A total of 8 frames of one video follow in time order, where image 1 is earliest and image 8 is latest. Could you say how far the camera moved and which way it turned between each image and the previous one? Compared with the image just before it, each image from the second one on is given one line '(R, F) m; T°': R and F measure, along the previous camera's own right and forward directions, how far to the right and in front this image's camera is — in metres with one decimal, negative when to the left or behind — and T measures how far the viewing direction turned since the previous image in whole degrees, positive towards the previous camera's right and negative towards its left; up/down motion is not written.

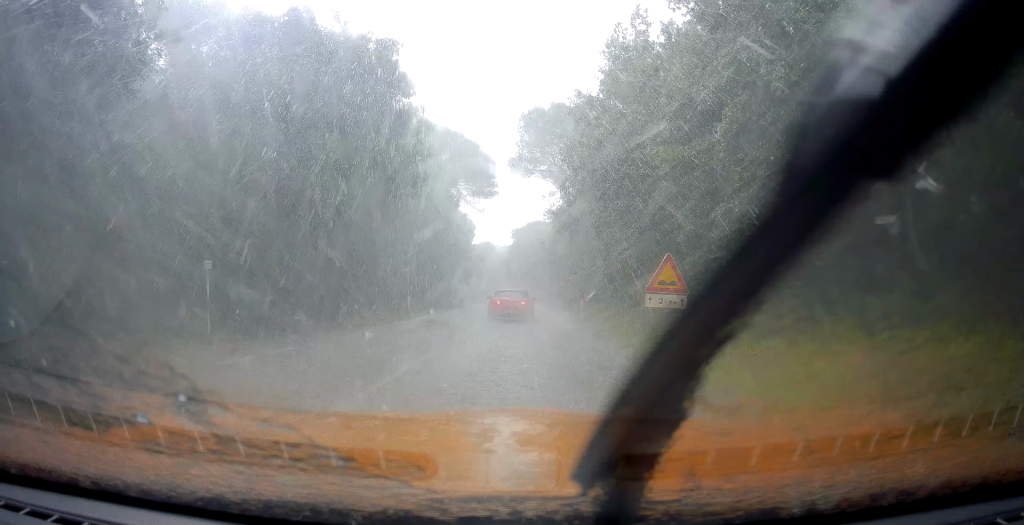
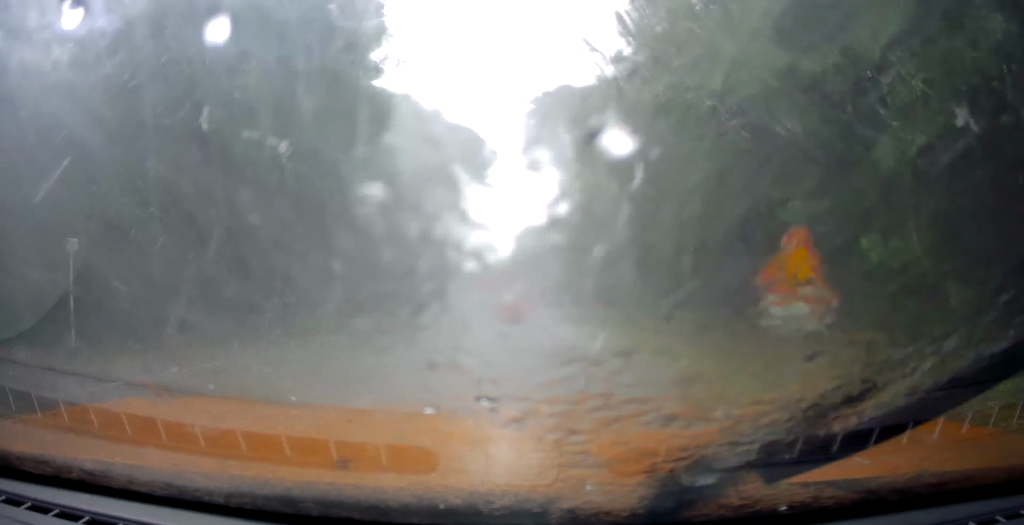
(0.0, +5.6) m; +1°
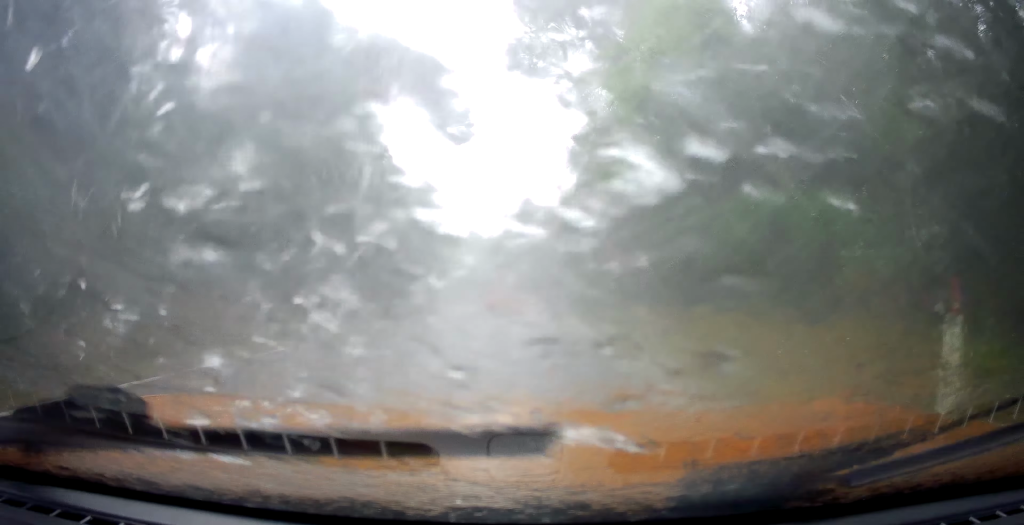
(+0.6, +16.3) m; +1°
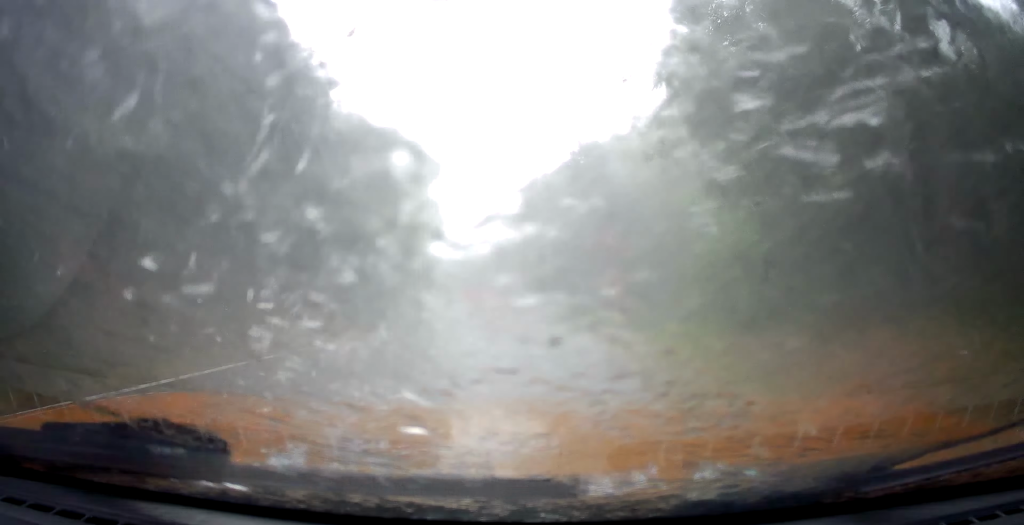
(+0.1, +19.2) m; +2°
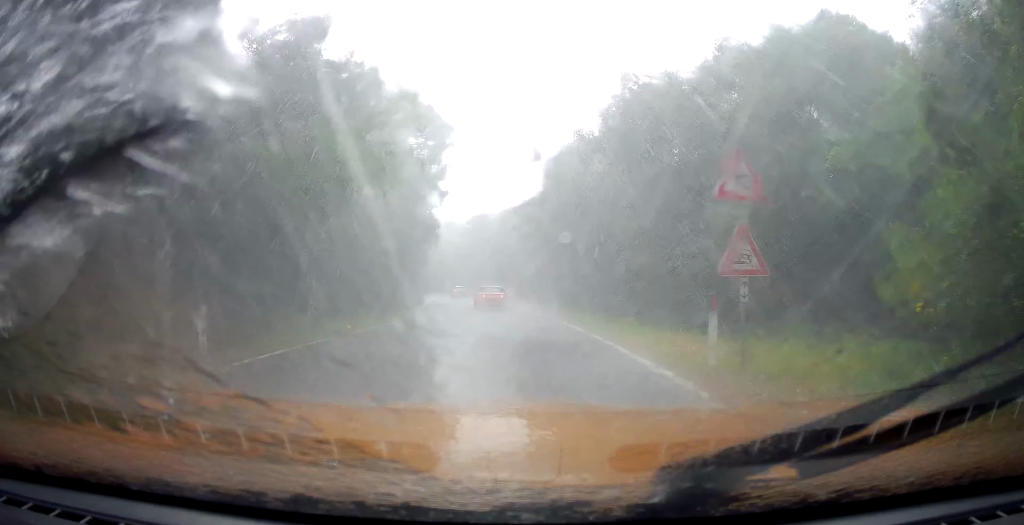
(0.0, +9.0) m; -4°
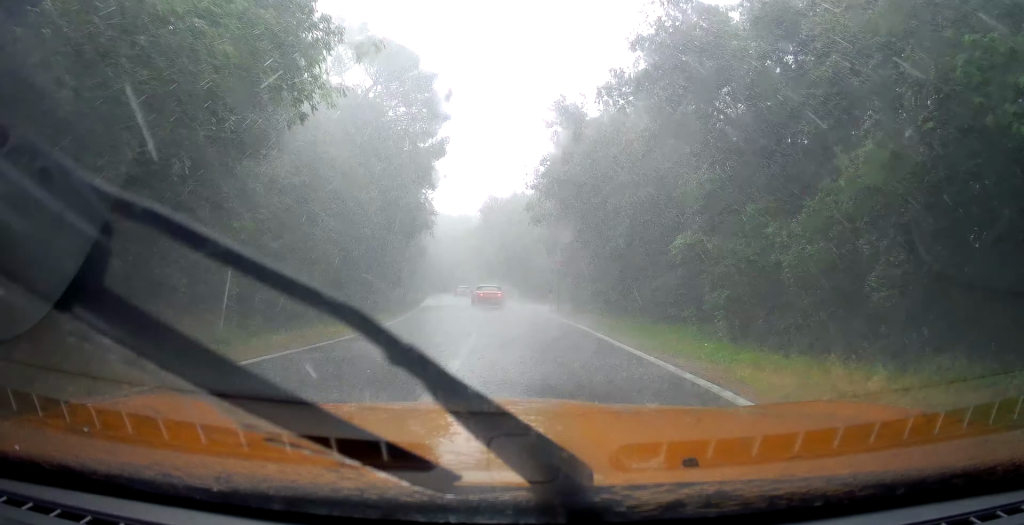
(-0.1, +6.2) m; -2°
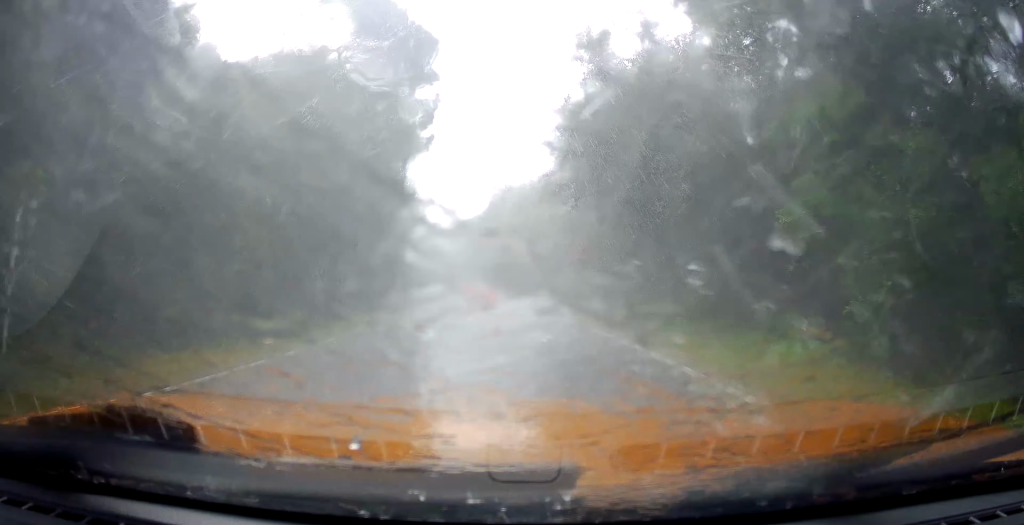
(-0.5, +6.7) m; -2°
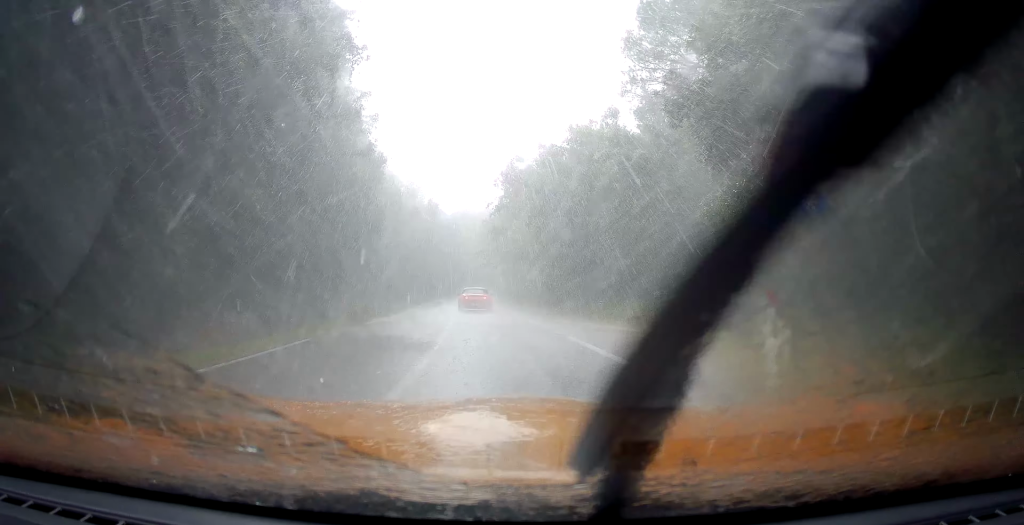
(+0.3, +17.0) m; 0°
